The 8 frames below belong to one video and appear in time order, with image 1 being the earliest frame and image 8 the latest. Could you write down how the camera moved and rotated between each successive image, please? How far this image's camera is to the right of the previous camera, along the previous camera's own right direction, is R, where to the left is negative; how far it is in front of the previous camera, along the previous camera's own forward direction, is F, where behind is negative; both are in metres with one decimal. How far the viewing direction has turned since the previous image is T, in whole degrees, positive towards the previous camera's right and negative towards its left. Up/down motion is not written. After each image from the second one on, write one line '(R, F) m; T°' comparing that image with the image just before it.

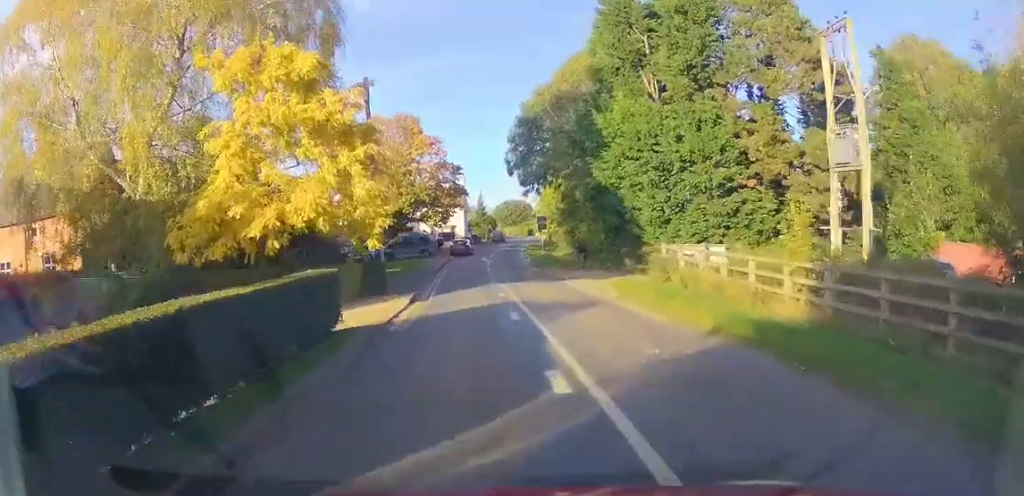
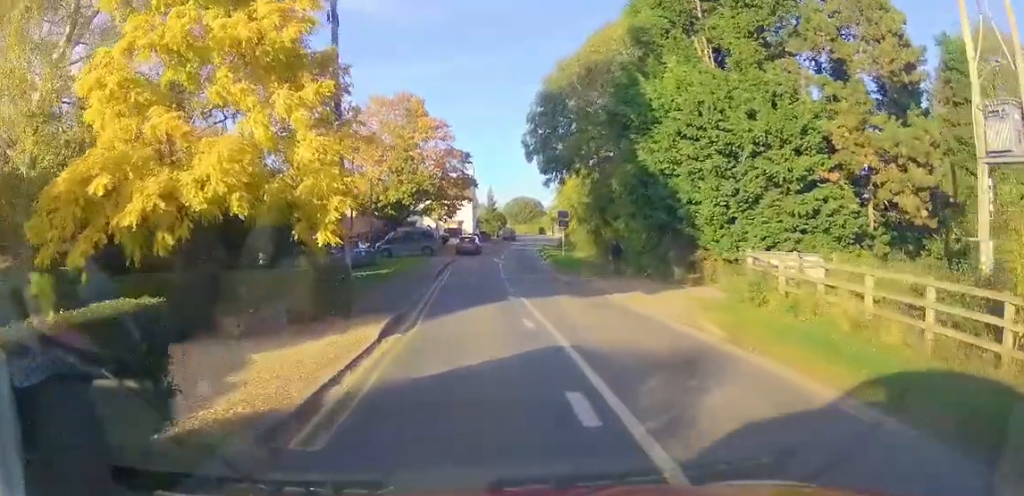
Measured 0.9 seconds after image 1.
(0.0, +7.0) m; 0°
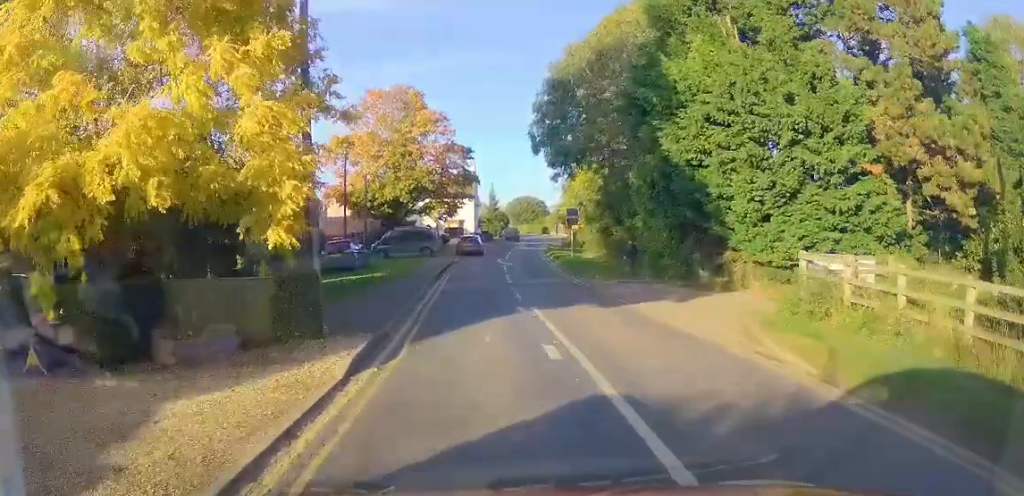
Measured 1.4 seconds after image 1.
(0.0, +2.8) m; 0°
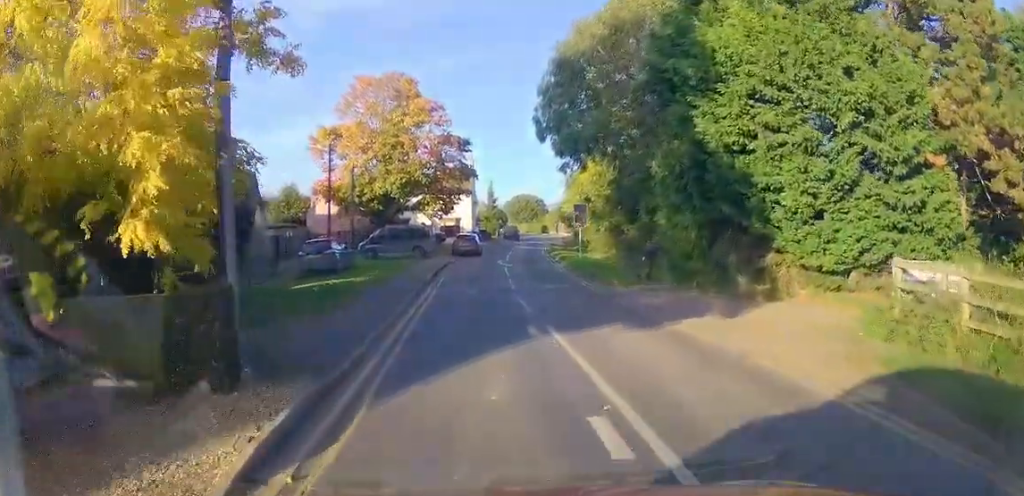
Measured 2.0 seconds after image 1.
(0.0, +4.0) m; 0°
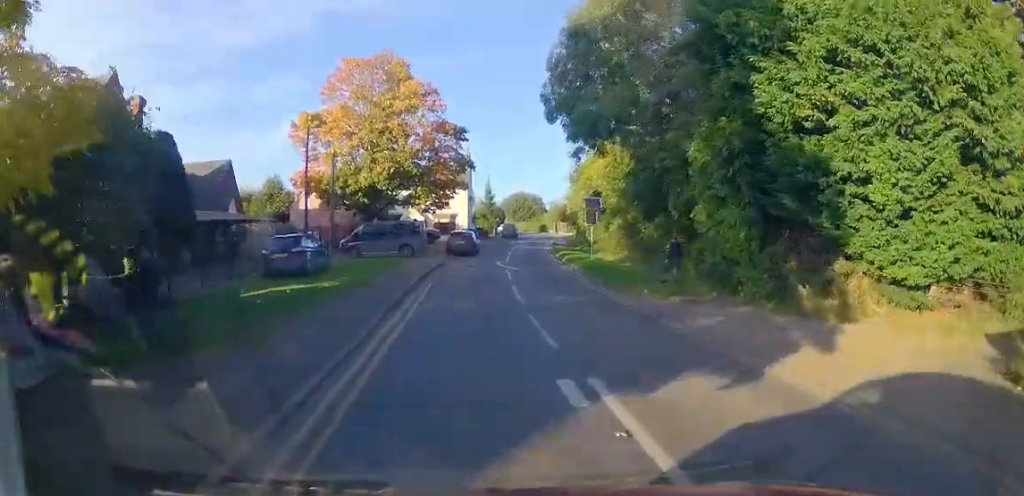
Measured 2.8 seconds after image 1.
(0.0, +4.4) m; +2°
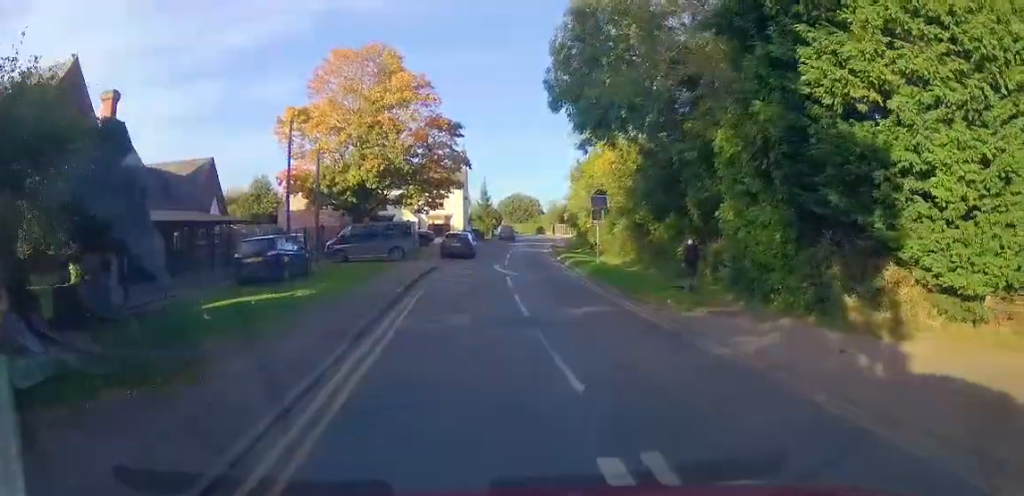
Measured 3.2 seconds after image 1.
(+0.1, +2.4) m; 0°
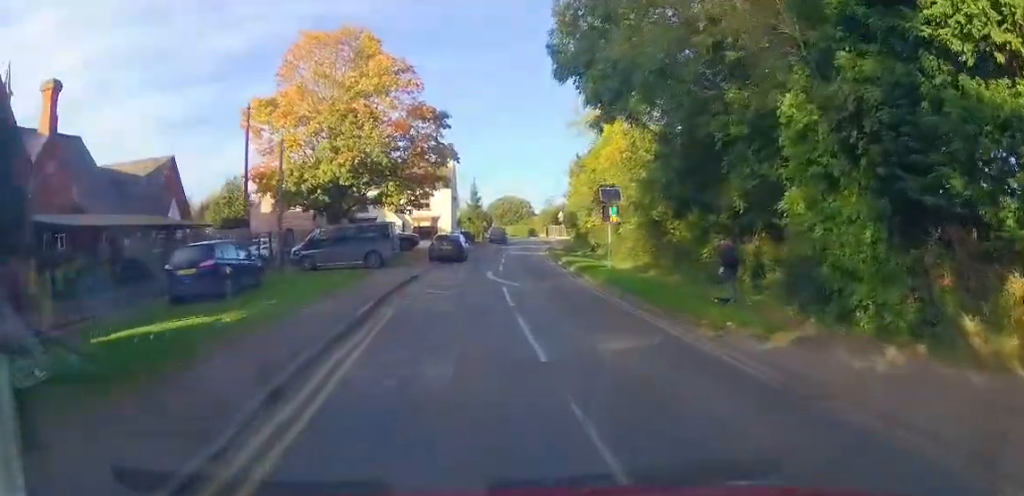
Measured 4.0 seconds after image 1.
(+0.2, +4.3) m; 0°
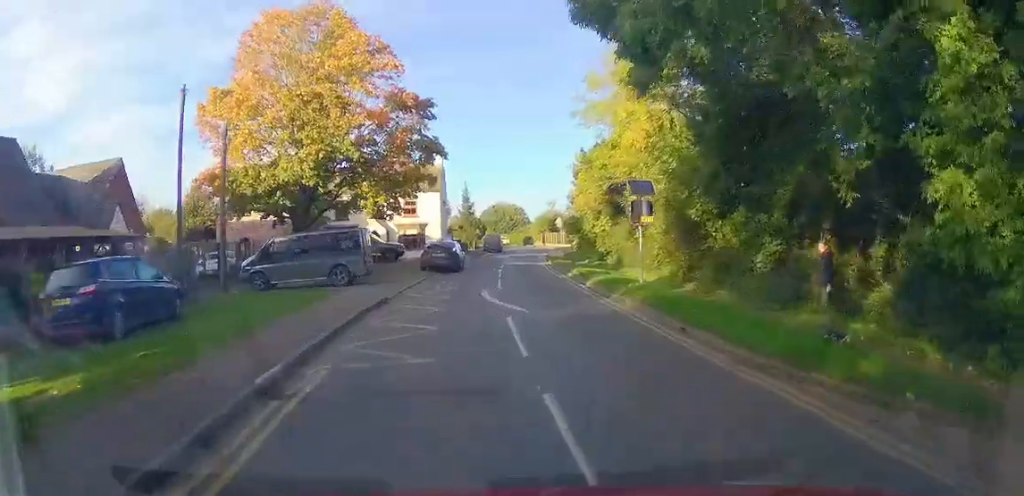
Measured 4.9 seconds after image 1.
(-0.3, +5.2) m; 0°
